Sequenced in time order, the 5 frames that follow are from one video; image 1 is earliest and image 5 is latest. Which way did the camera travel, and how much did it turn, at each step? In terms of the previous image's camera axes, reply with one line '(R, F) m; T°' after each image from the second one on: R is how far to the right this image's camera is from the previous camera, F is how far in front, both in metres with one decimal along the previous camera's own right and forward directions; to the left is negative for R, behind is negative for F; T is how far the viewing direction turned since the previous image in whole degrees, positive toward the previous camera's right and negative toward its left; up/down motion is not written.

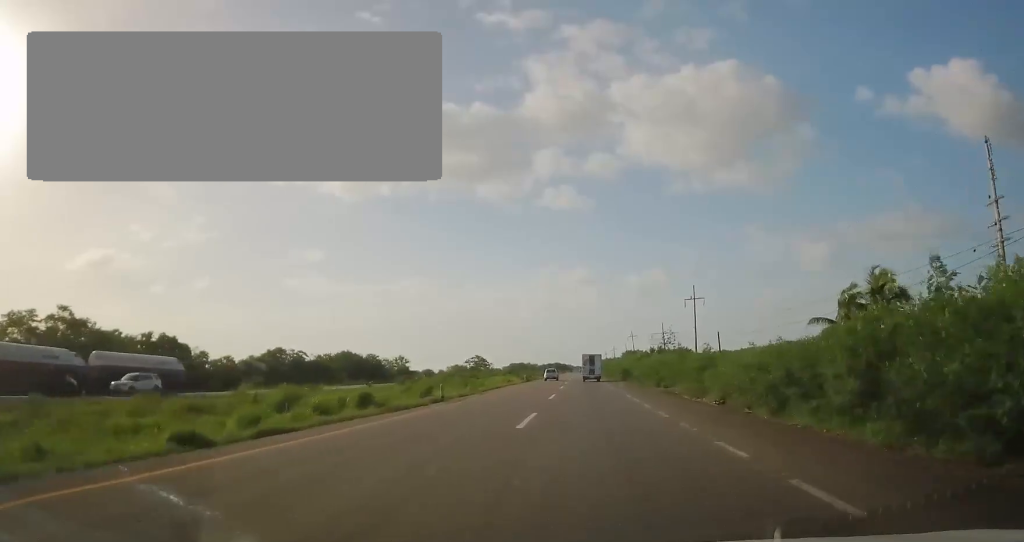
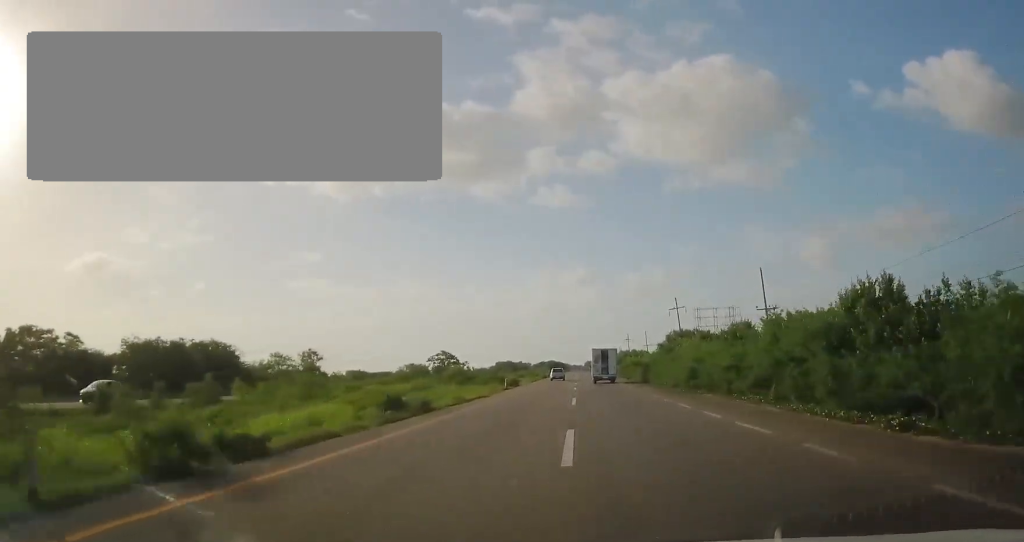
(+0.5, +65.0) m; +1°
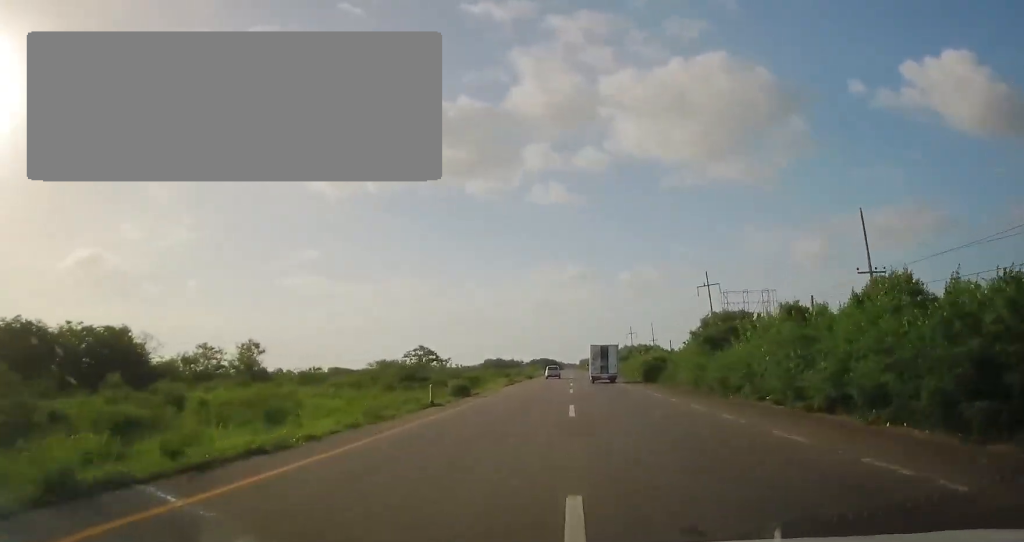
(+0.2, +22.3) m; 0°
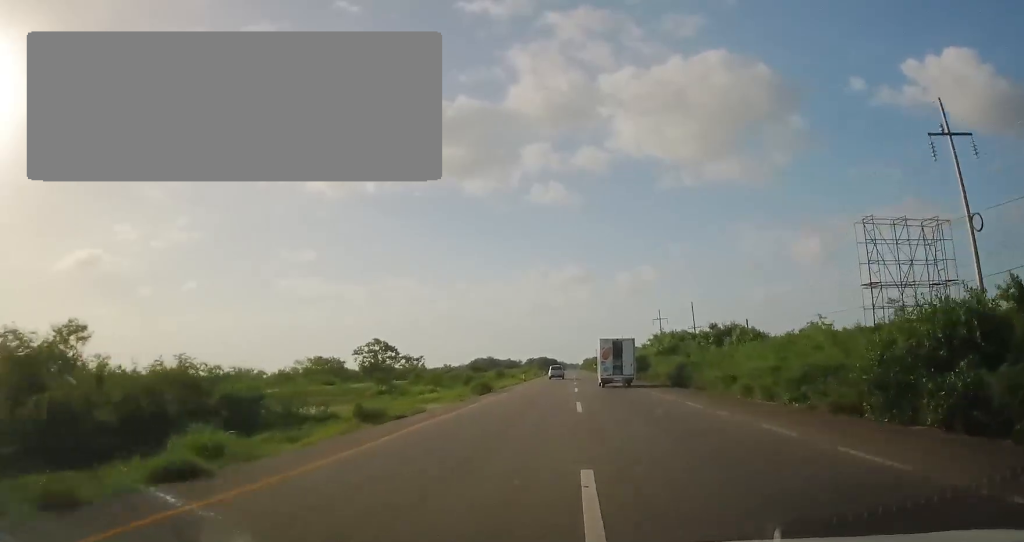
(-0.4, +42.6) m; -1°
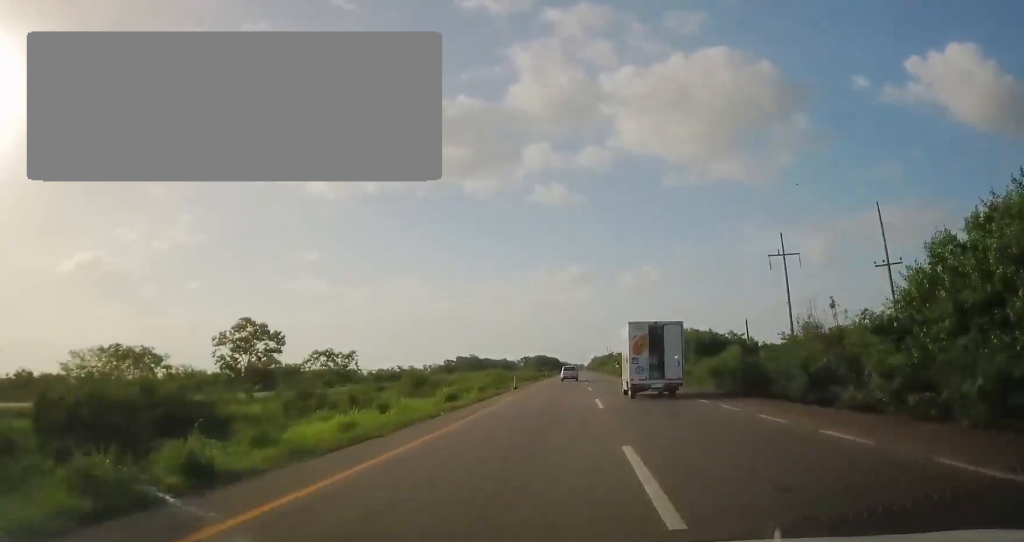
(-0.2, +57.8) m; +1°
